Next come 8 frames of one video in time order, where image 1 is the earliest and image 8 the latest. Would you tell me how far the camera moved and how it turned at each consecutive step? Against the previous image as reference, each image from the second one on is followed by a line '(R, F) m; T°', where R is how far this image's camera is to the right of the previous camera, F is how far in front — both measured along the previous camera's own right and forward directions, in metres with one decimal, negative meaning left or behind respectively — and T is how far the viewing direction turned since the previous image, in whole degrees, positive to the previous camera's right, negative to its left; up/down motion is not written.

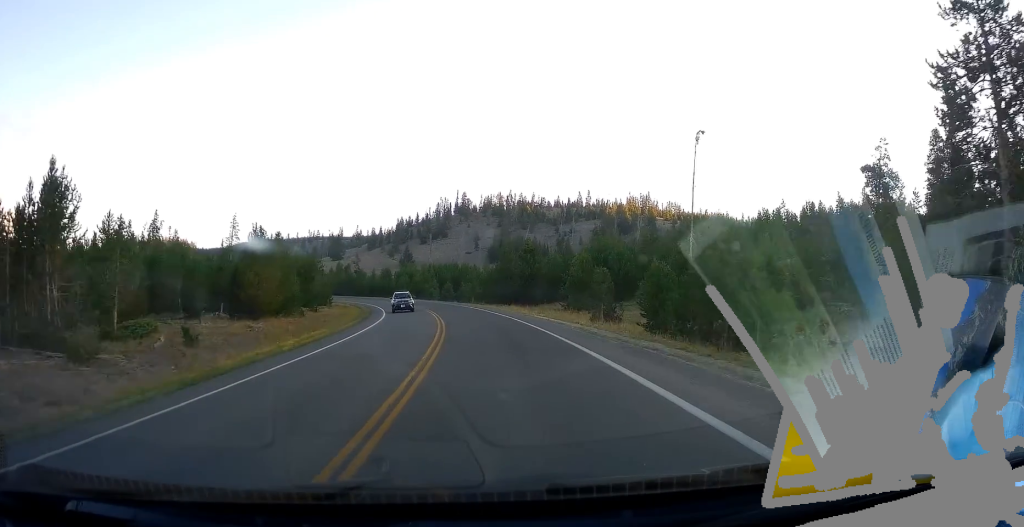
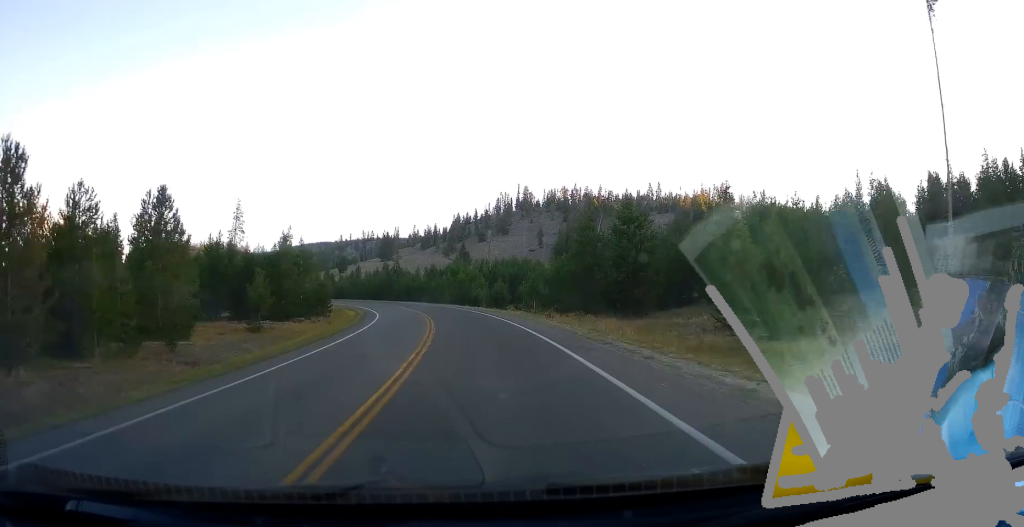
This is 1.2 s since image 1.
(-1.9, +26.8) m; -7°
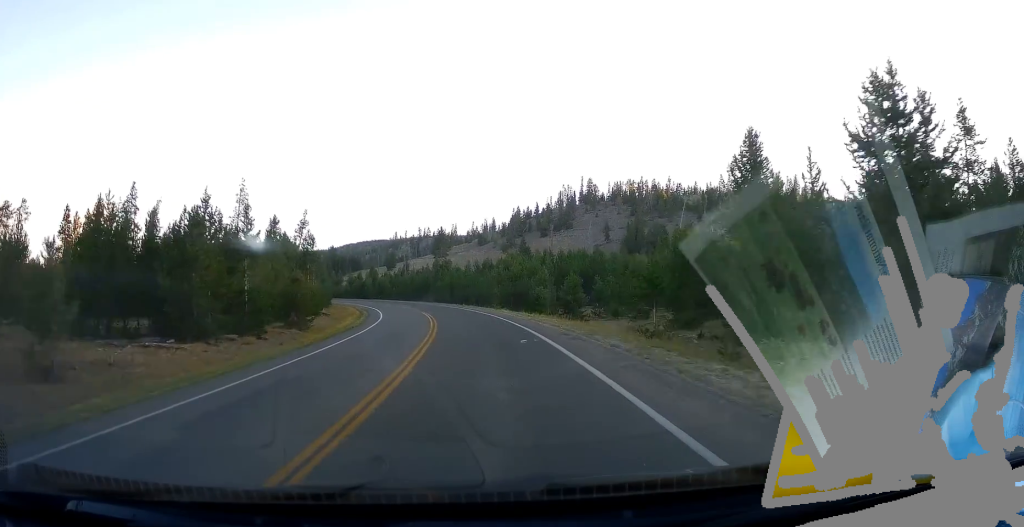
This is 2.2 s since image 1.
(-0.8, +22.3) m; -4°
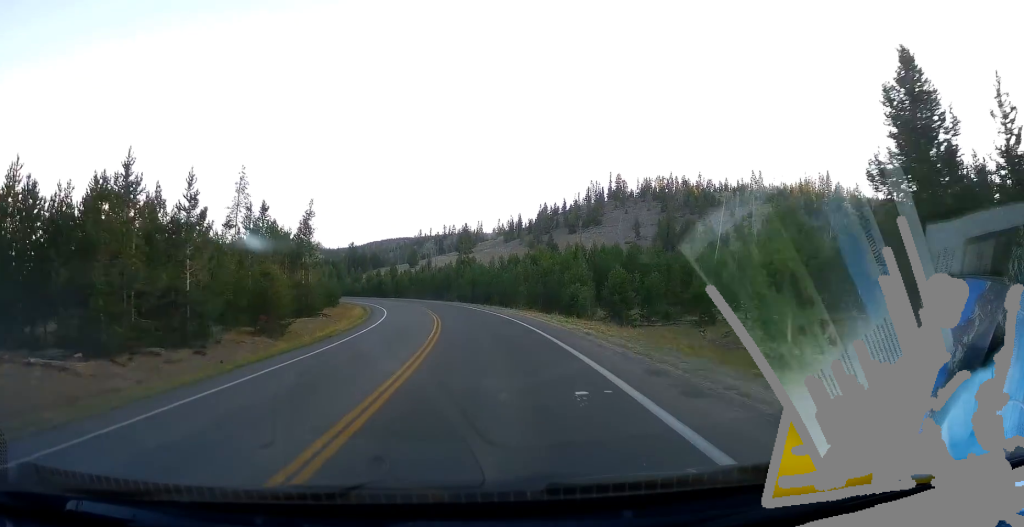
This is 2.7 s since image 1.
(+0.1, +9.7) m; -1°
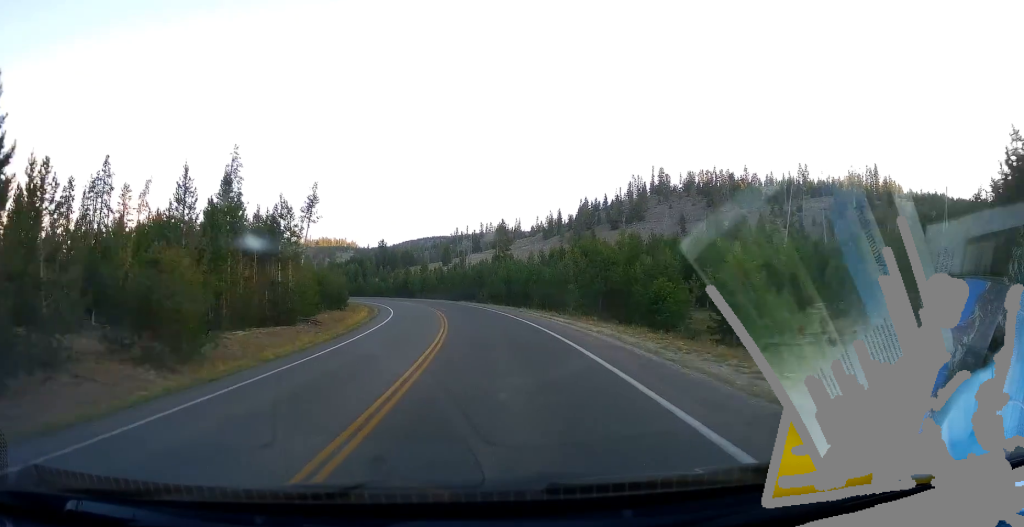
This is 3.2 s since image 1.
(-0.4, +13.0) m; -4°
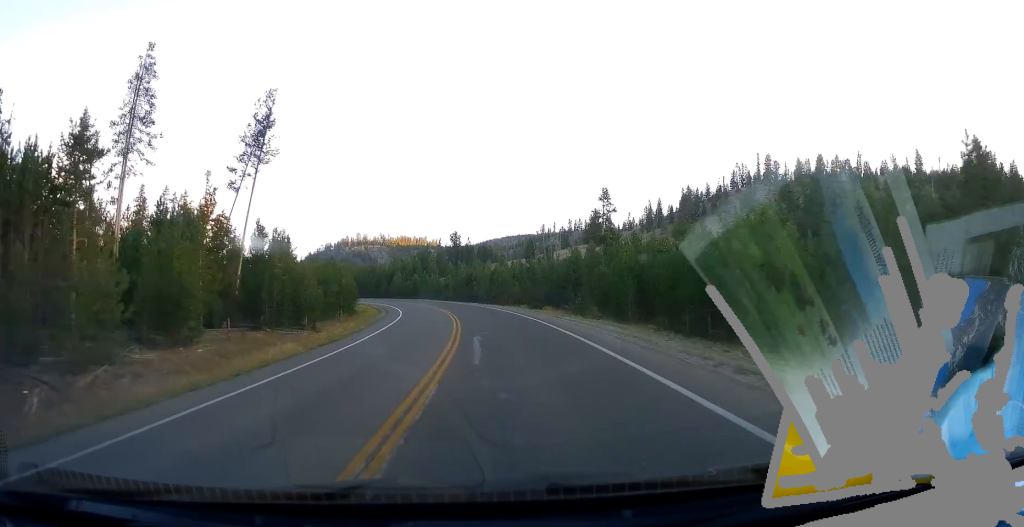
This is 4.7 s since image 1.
(-3.6, +34.7) m; -10°
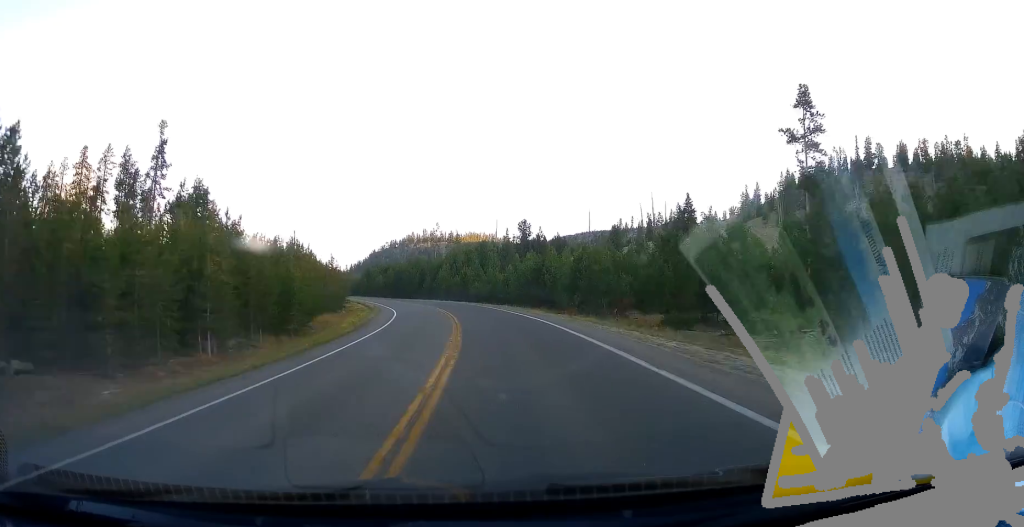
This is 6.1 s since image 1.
(-1.8, +33.0) m; -7°
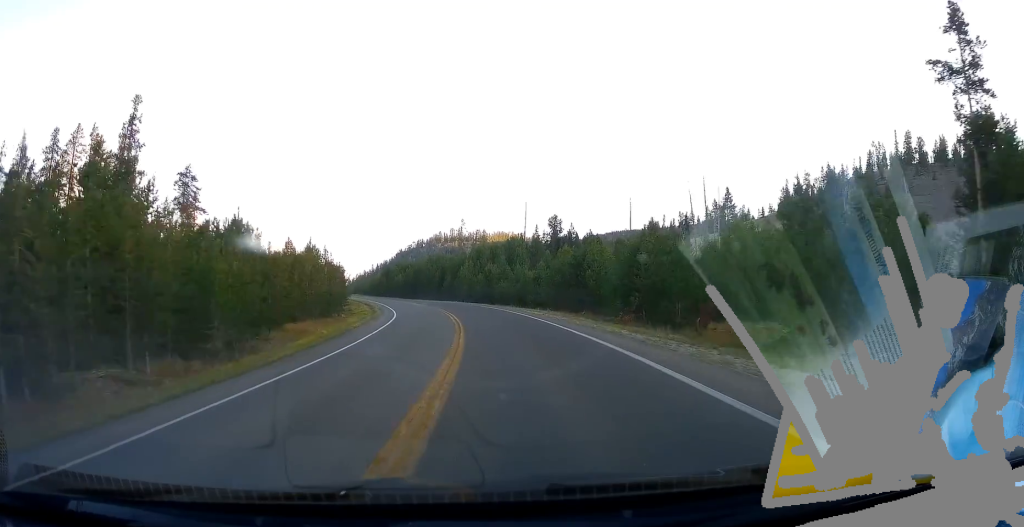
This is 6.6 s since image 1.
(-0.6, +11.4) m; -3°
